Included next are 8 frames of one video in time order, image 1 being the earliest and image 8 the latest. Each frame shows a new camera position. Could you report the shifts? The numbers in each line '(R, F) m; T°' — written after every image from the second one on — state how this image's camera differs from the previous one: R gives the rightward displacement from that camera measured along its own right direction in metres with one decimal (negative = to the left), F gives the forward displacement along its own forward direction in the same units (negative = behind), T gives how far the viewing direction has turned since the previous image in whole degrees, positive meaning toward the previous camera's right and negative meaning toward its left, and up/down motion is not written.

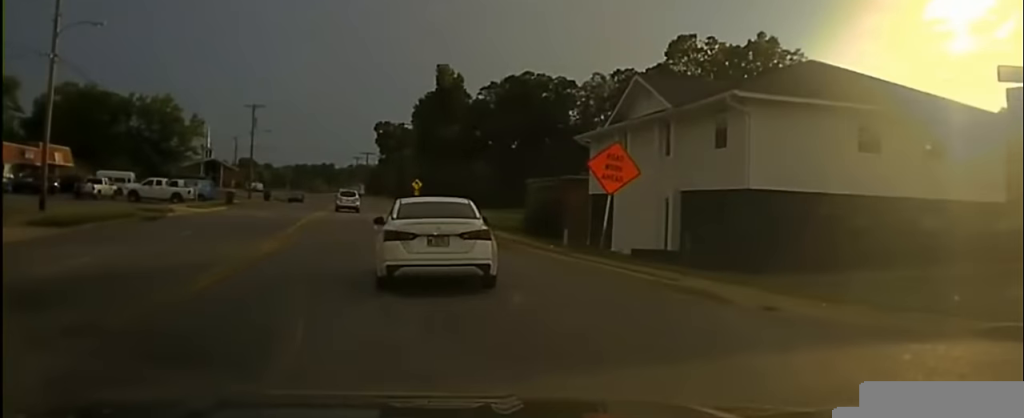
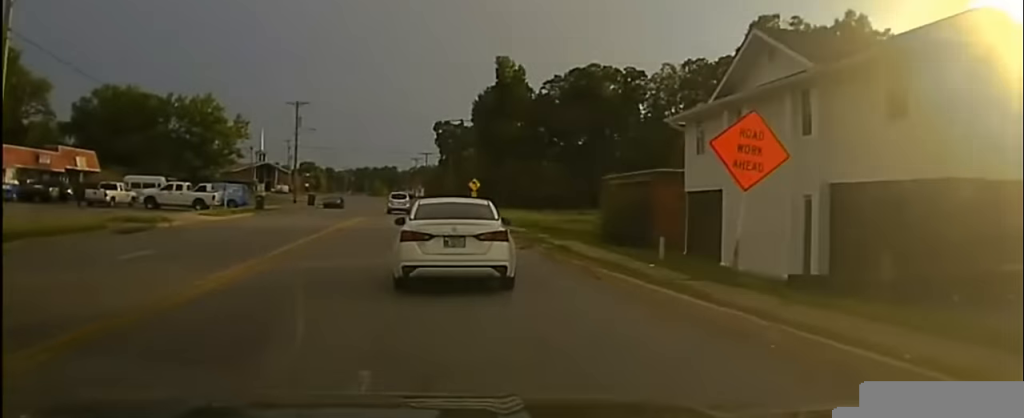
(-0.4, +7.9) m; -5°
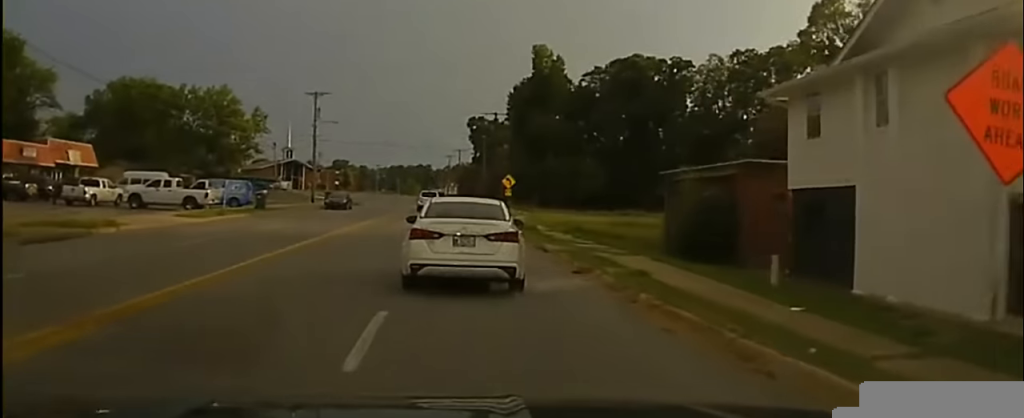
(-0.3, +7.2) m; -3°
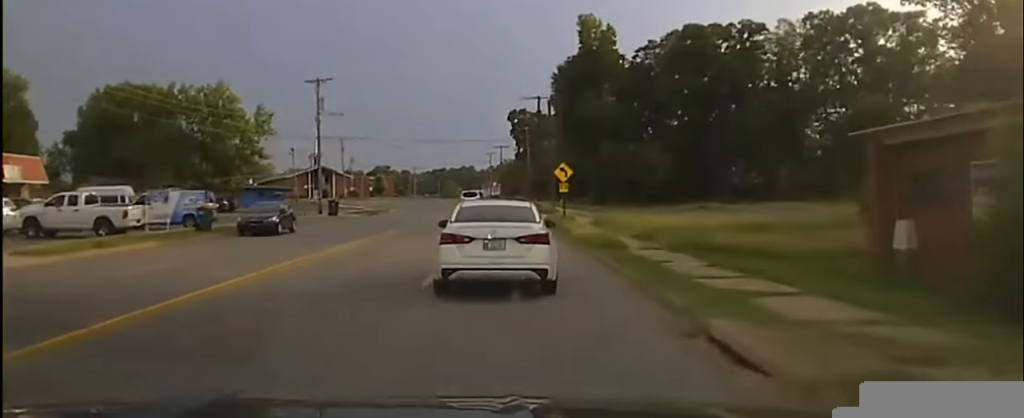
(-0.7, +16.5) m; -5°
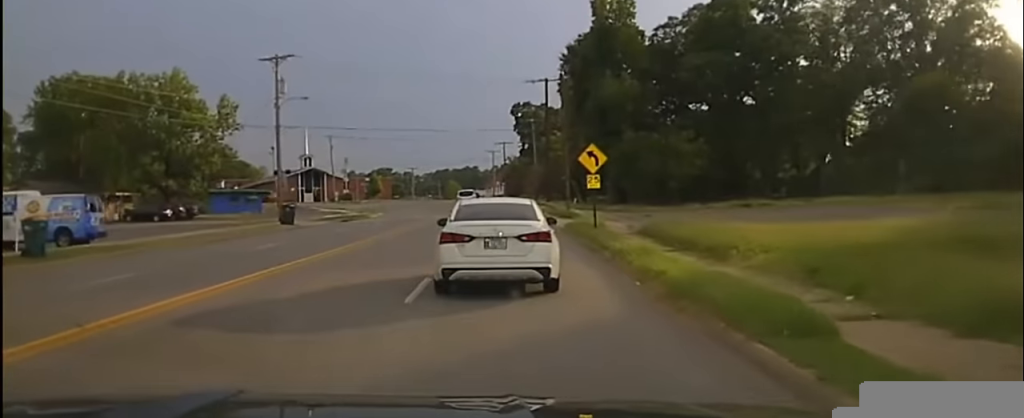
(-0.4, +15.9) m; -2°
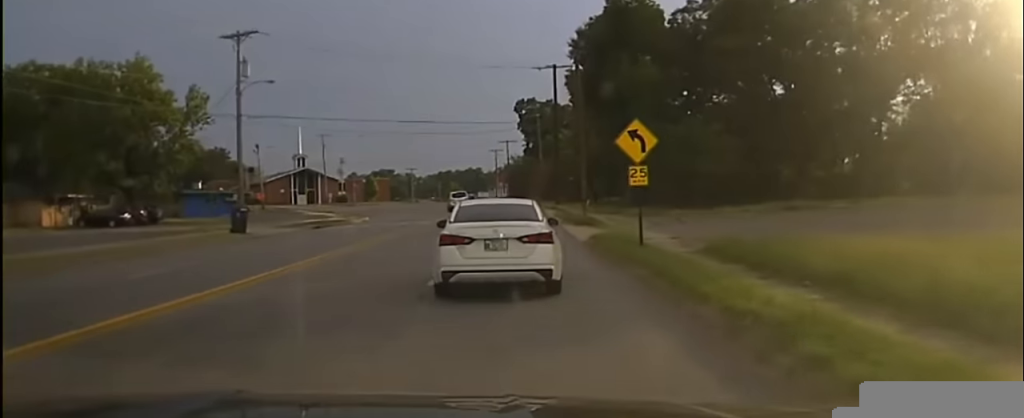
(-0.1, +10.2) m; 0°
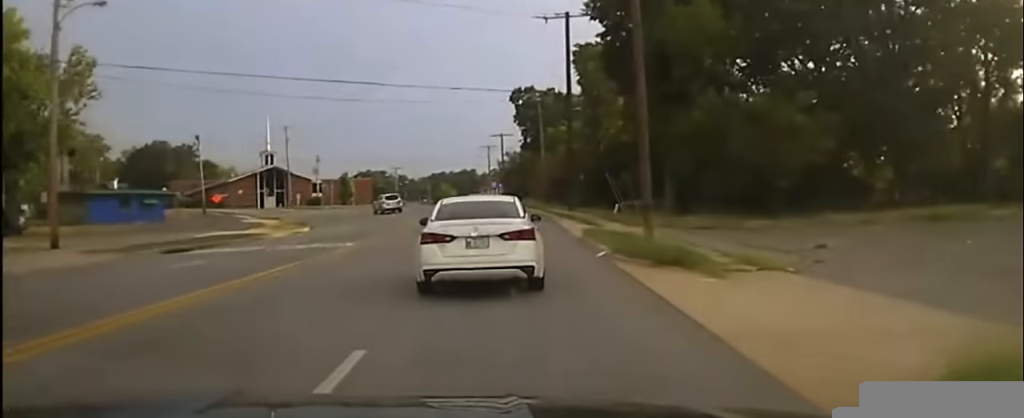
(+0.1, +21.9) m; +1°
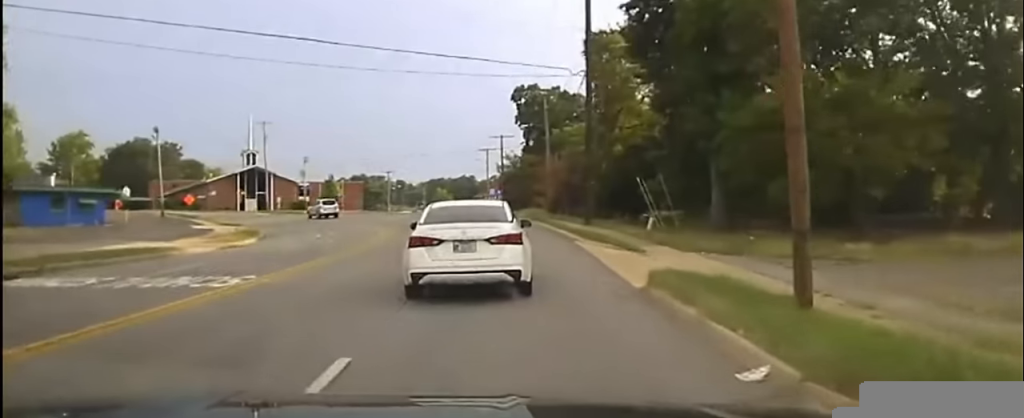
(+0.2, +12.1) m; +1°
